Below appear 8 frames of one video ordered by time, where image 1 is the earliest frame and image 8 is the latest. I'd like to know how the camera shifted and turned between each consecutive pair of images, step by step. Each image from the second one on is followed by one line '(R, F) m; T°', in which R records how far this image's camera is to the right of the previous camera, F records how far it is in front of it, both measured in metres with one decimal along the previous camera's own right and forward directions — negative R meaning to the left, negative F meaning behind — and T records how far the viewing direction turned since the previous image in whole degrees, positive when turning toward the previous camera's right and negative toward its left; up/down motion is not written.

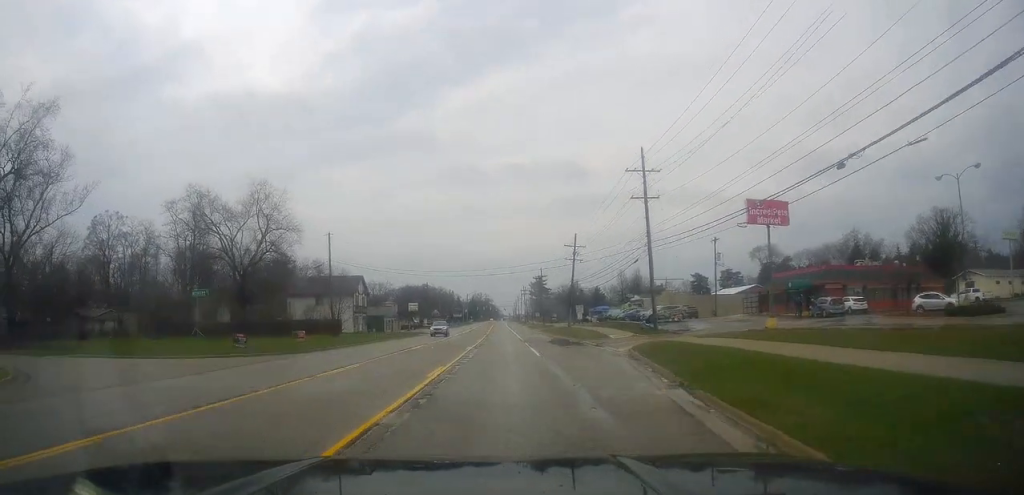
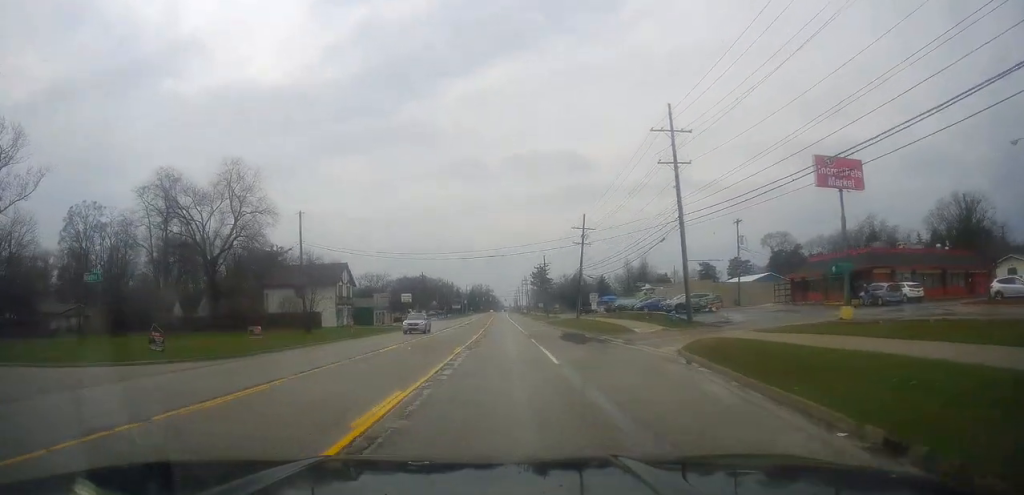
(0.0, +8.7) m; 0°
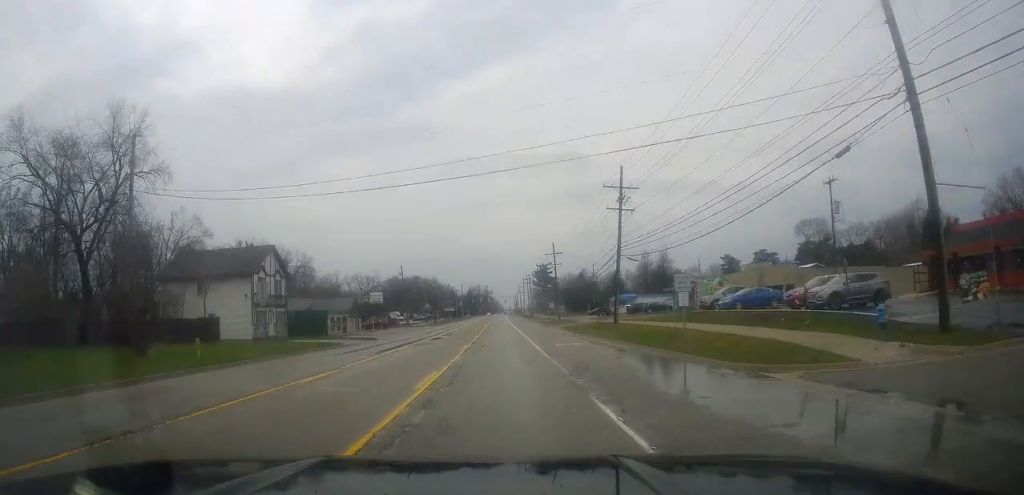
(0.0, +24.6) m; +1°
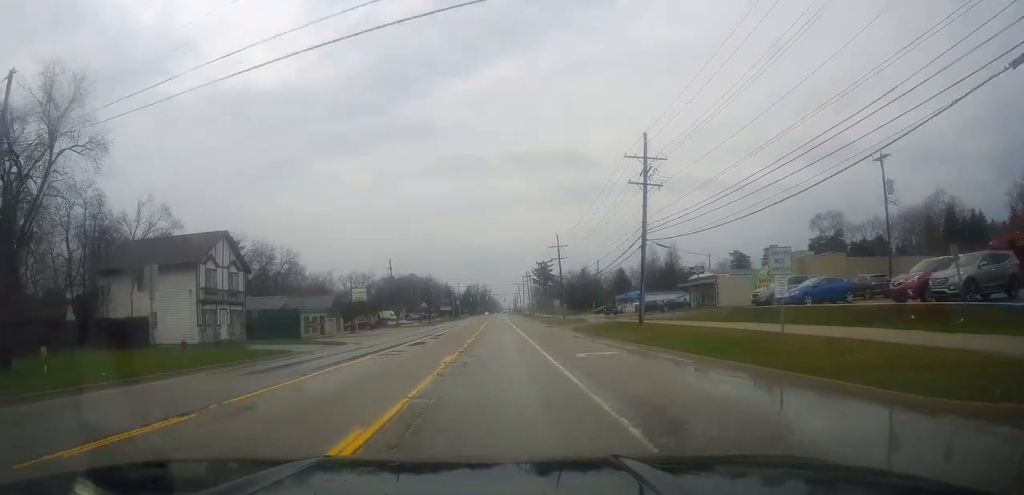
(+0.1, +9.2) m; 0°
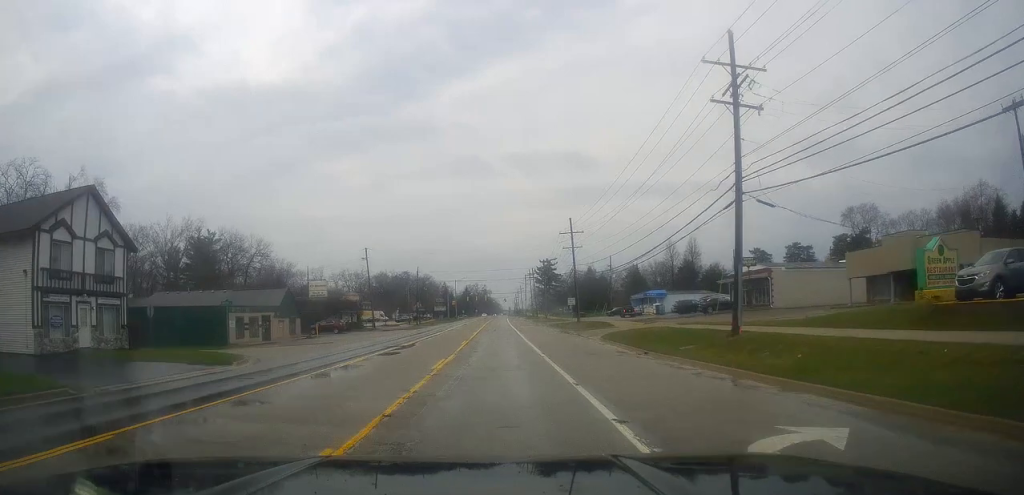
(+0.3, +16.6) m; 0°
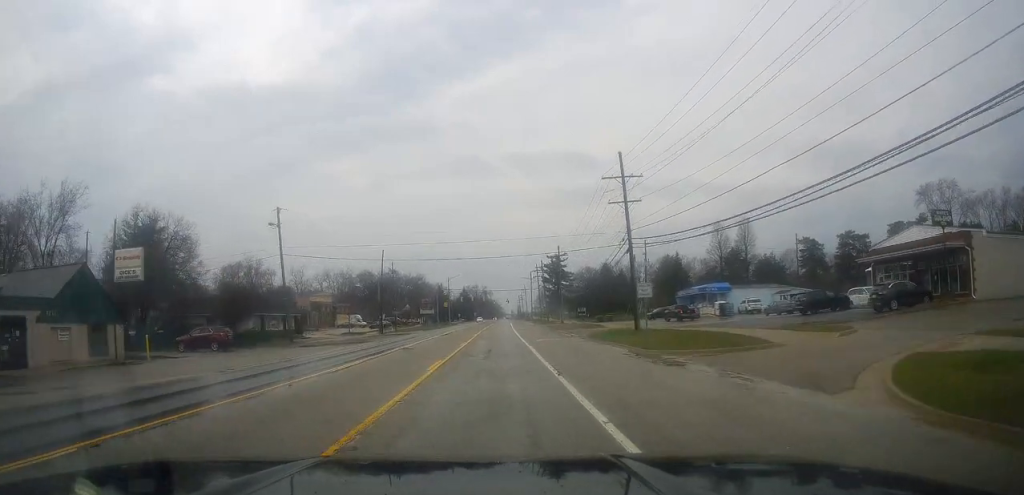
(-0.7, +30.7) m; 0°
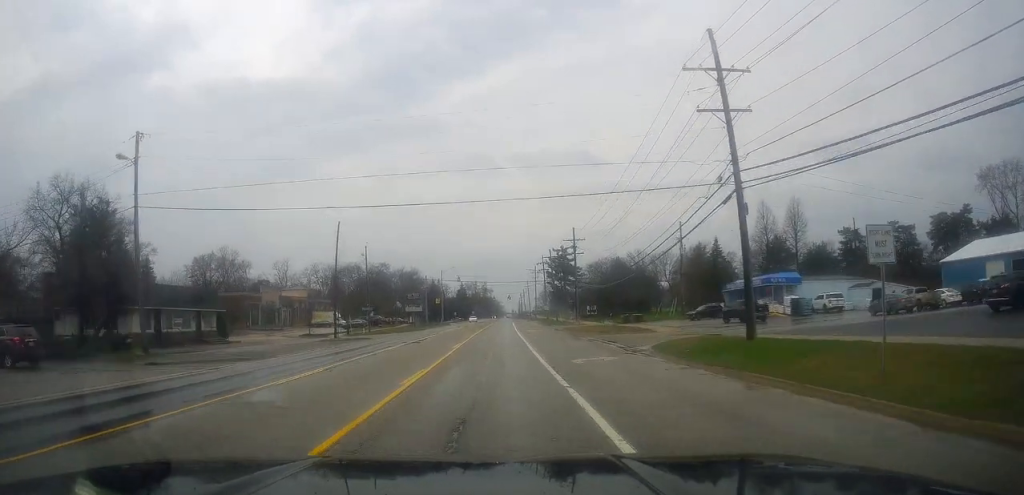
(+0.5, +19.5) m; +2°
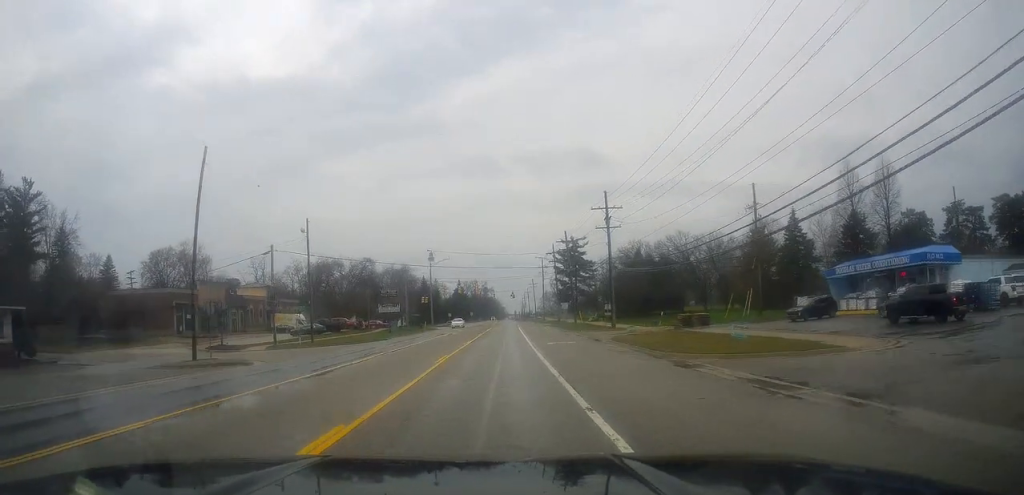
(-0.4, +24.4) m; -2°
